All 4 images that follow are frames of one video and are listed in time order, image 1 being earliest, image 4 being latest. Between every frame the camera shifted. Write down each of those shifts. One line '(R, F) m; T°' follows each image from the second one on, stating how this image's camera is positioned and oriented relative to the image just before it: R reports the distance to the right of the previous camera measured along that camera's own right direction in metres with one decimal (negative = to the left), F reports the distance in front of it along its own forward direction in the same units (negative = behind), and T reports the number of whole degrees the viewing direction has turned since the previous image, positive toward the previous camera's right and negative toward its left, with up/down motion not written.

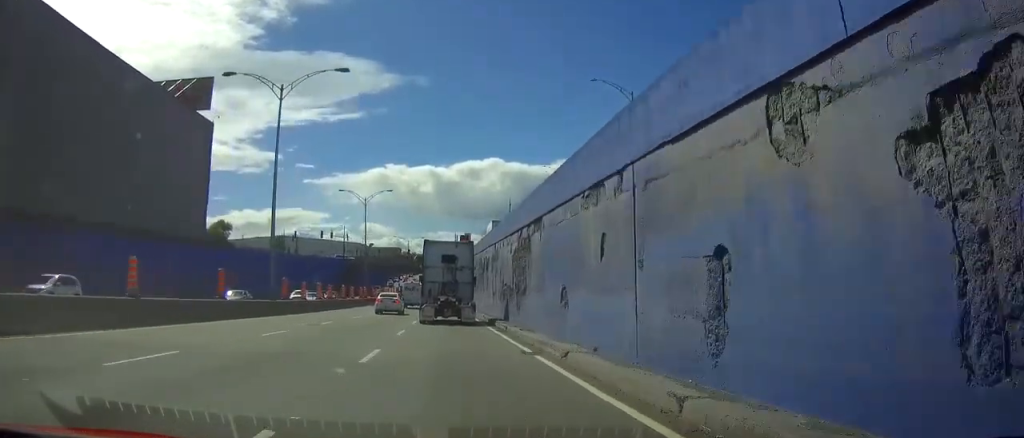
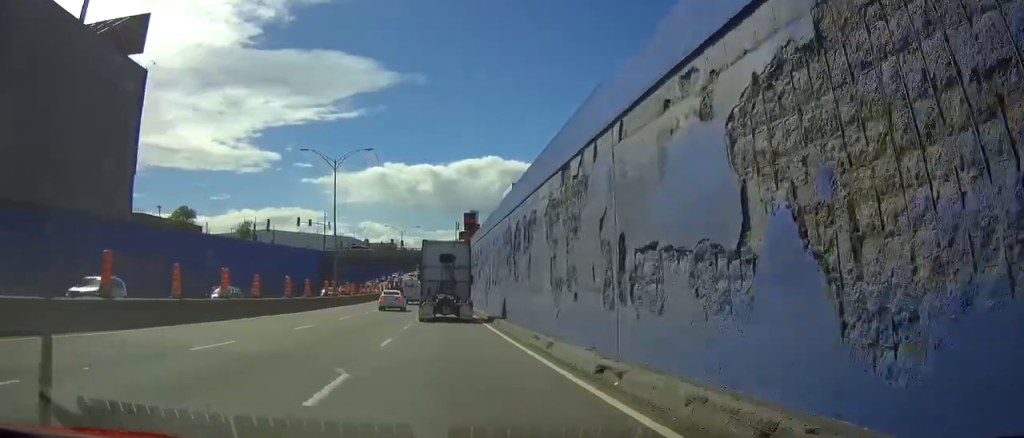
(+0.2, +23.0) m; 0°
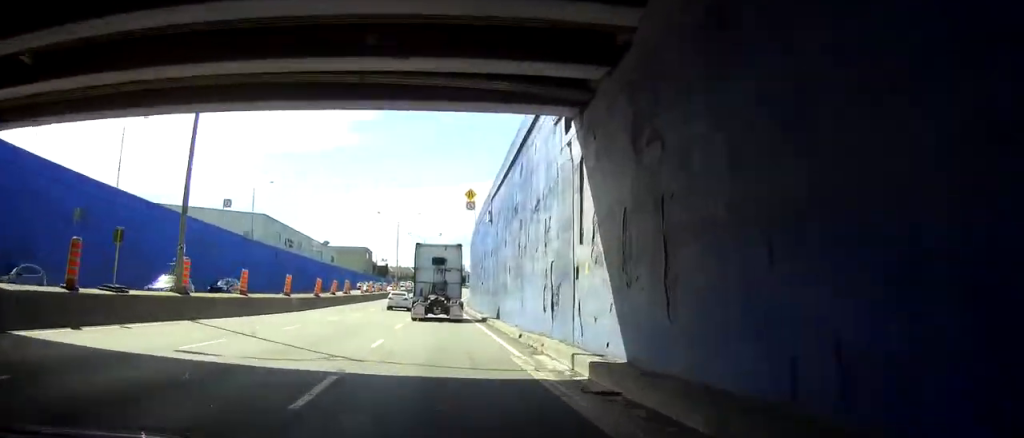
(-0.5, +125.1) m; 0°
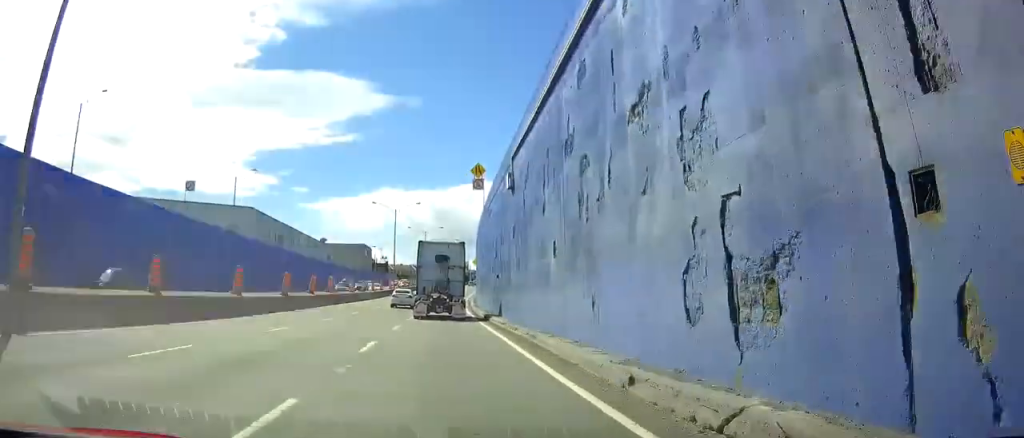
(0.0, +11.2) m; 0°
